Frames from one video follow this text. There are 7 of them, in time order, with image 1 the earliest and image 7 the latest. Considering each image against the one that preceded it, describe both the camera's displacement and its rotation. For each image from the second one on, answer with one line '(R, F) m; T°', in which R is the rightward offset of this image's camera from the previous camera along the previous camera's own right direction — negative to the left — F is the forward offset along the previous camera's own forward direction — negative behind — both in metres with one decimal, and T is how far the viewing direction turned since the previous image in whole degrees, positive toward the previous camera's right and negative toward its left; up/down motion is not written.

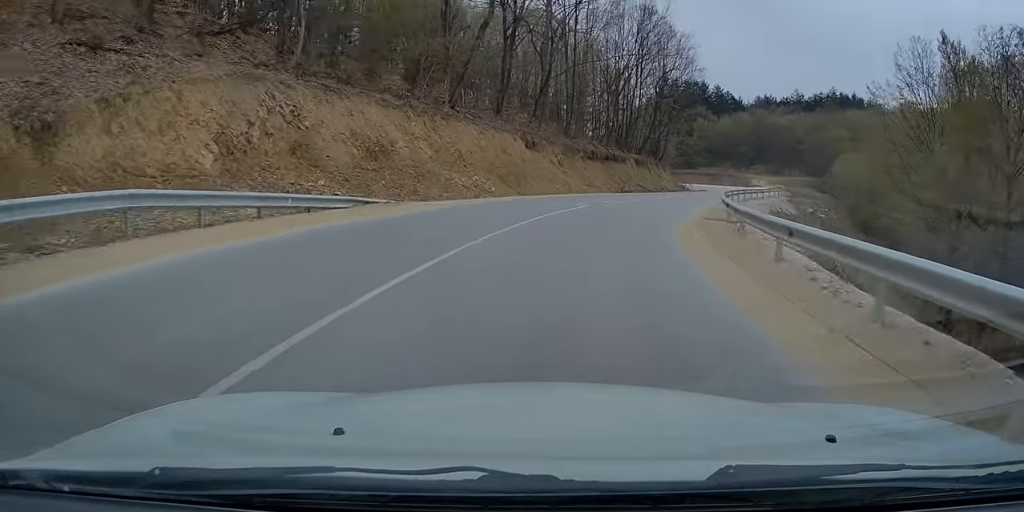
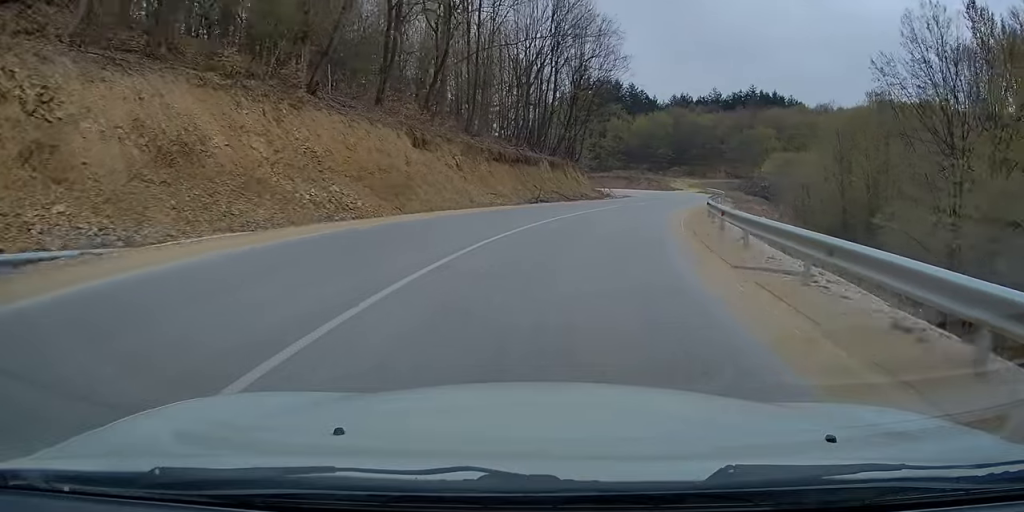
(0.0, +10.6) m; +7°
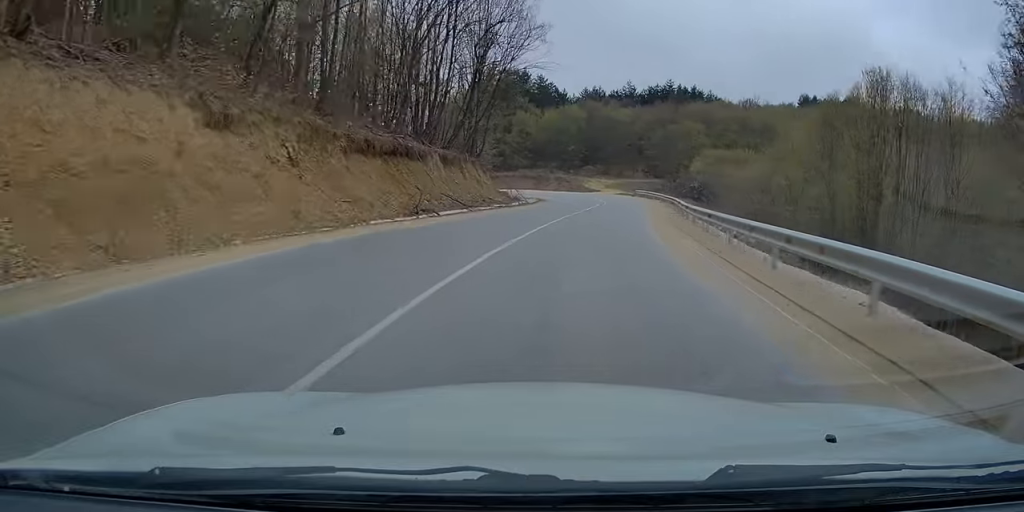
(+1.7, +14.6) m; +10°
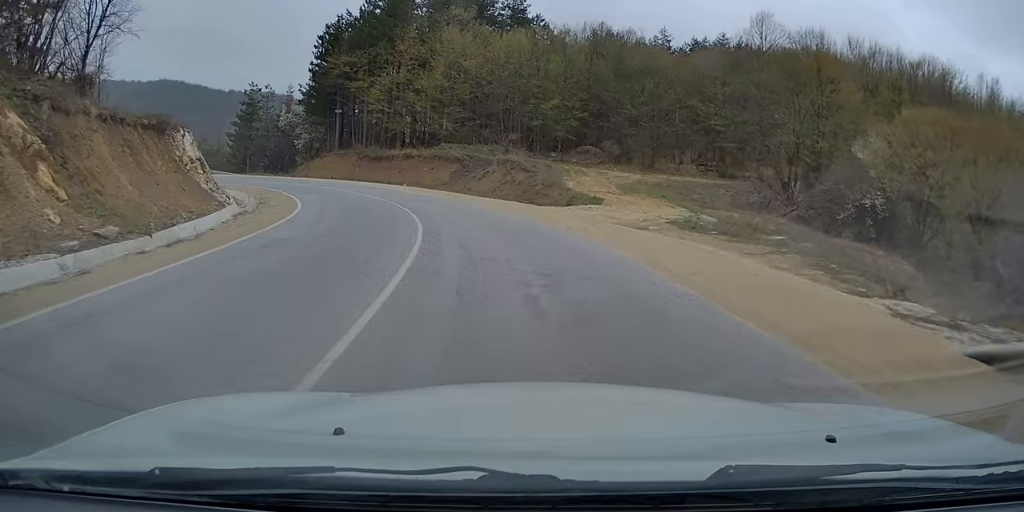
(+3.5, +65.9) m; -9°
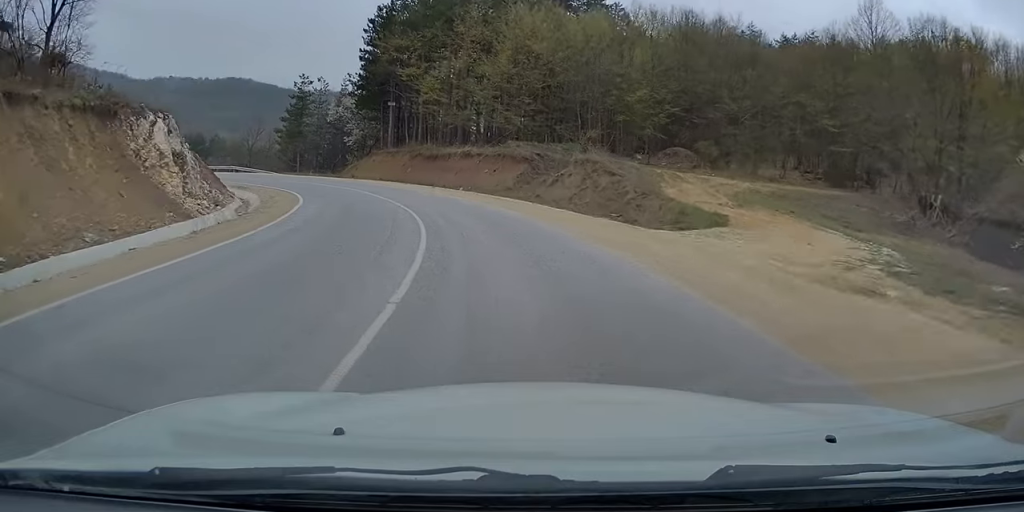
(-0.7, +9.2) m; -8°
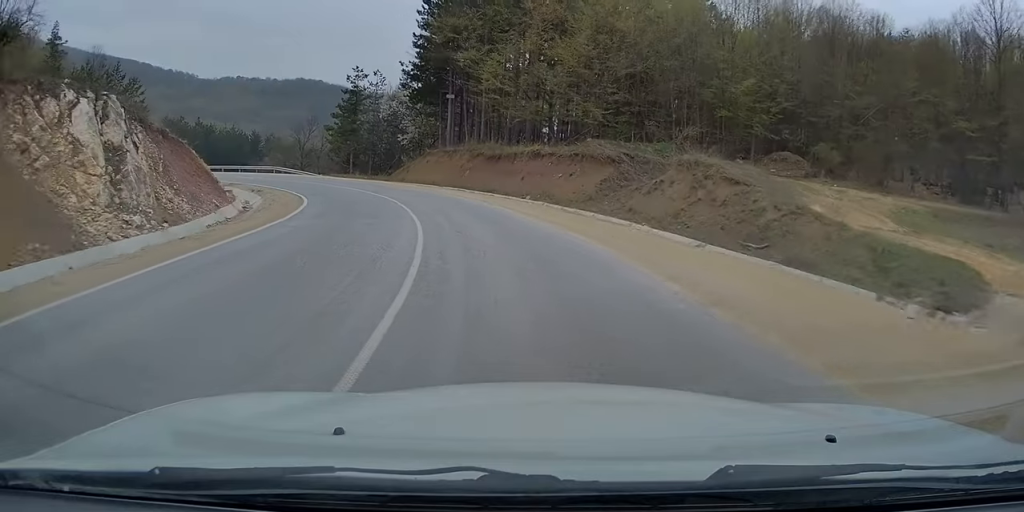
(-0.6, +9.1) m; -7°
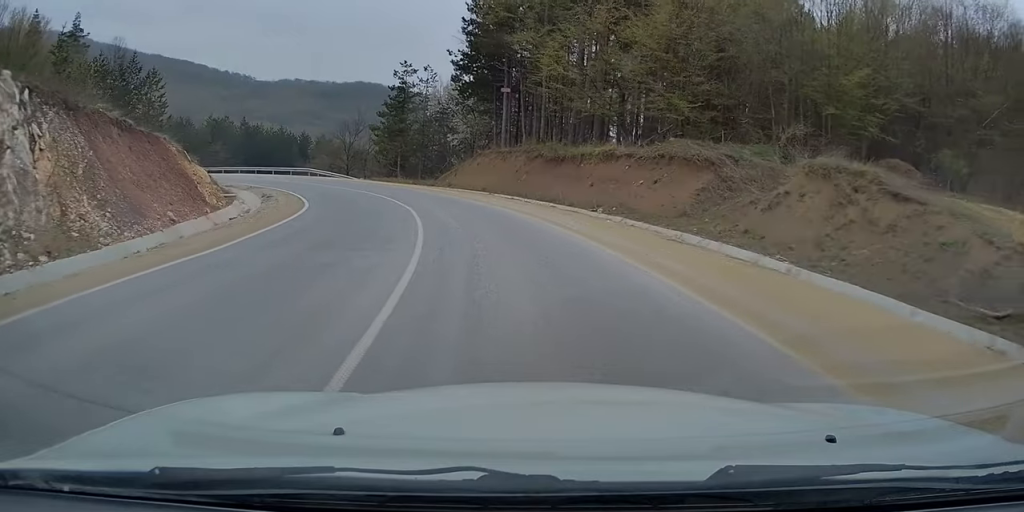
(-0.8, +7.7) m; -5°
